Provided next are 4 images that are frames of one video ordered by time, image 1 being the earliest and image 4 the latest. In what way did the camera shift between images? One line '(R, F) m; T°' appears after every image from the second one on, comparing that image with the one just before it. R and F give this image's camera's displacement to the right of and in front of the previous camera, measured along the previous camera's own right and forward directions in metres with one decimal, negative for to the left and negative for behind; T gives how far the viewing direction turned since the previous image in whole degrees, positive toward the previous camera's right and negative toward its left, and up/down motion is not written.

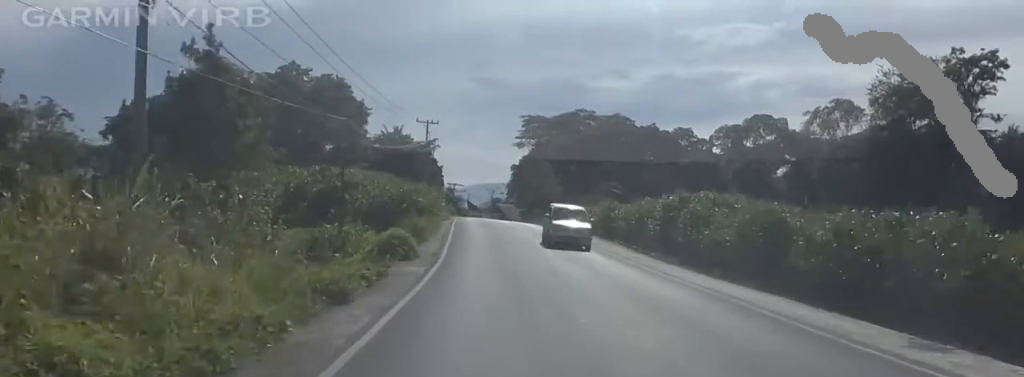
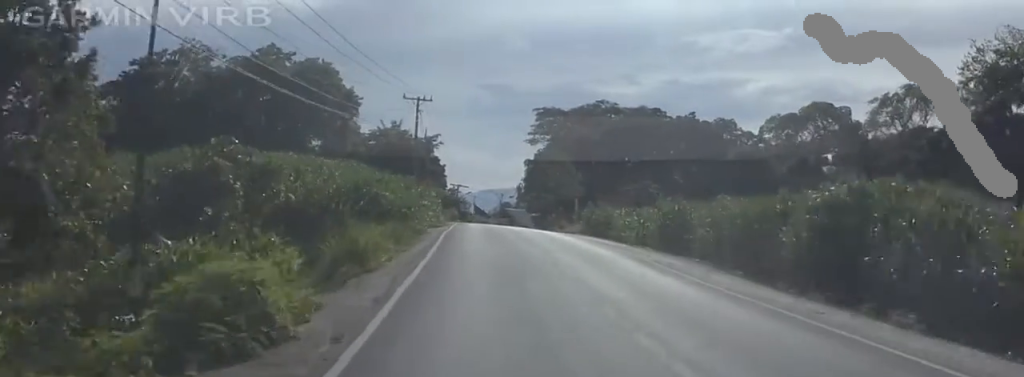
(0.0, +18.2) m; +4°
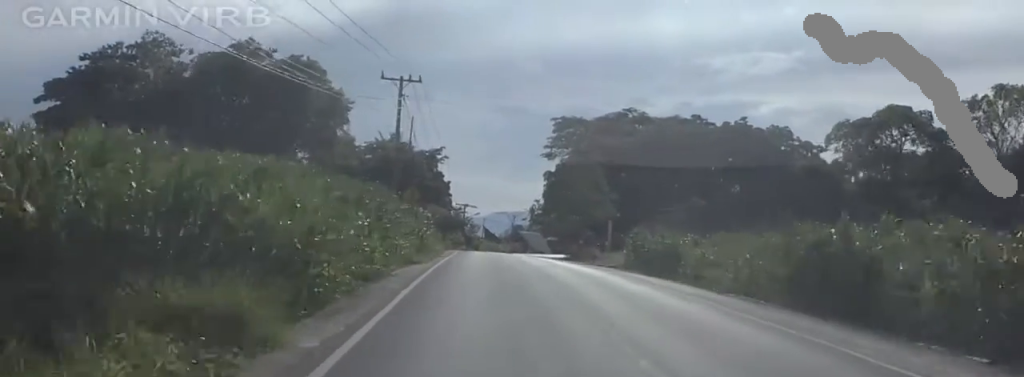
(+1.2, +17.0) m; +1°
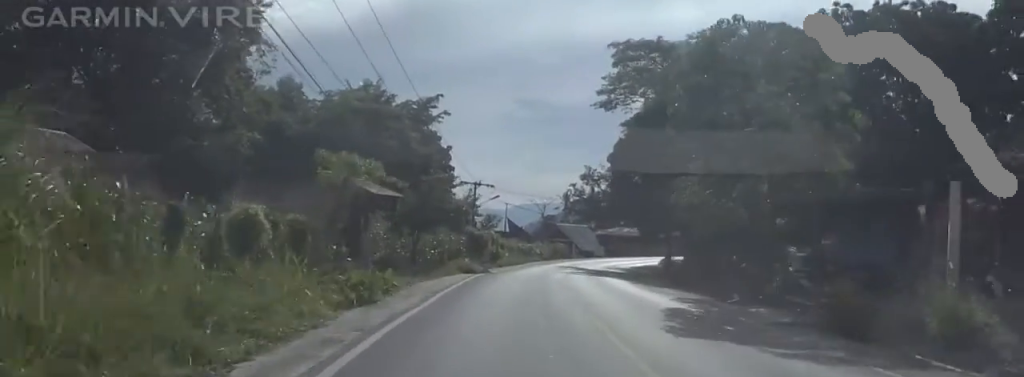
(-1.6, +46.7) m; +1°
